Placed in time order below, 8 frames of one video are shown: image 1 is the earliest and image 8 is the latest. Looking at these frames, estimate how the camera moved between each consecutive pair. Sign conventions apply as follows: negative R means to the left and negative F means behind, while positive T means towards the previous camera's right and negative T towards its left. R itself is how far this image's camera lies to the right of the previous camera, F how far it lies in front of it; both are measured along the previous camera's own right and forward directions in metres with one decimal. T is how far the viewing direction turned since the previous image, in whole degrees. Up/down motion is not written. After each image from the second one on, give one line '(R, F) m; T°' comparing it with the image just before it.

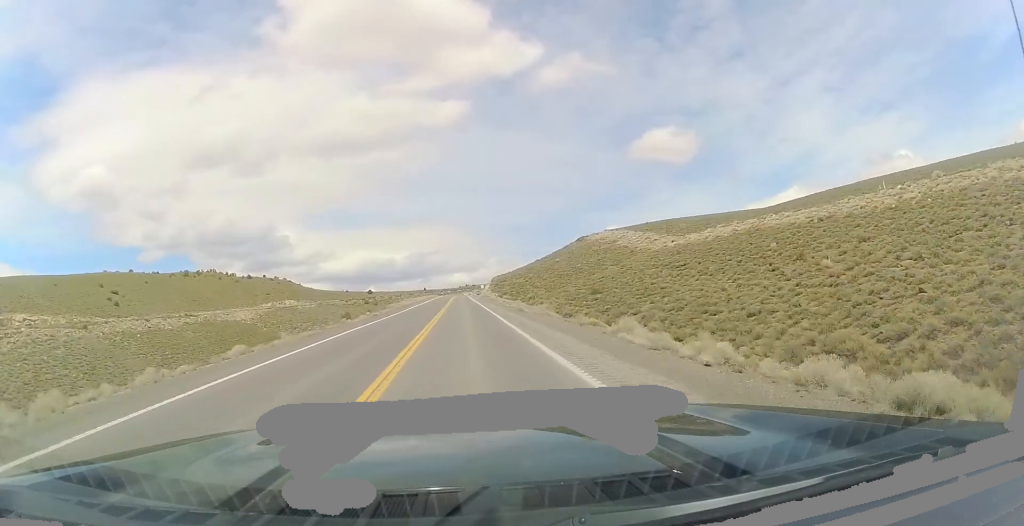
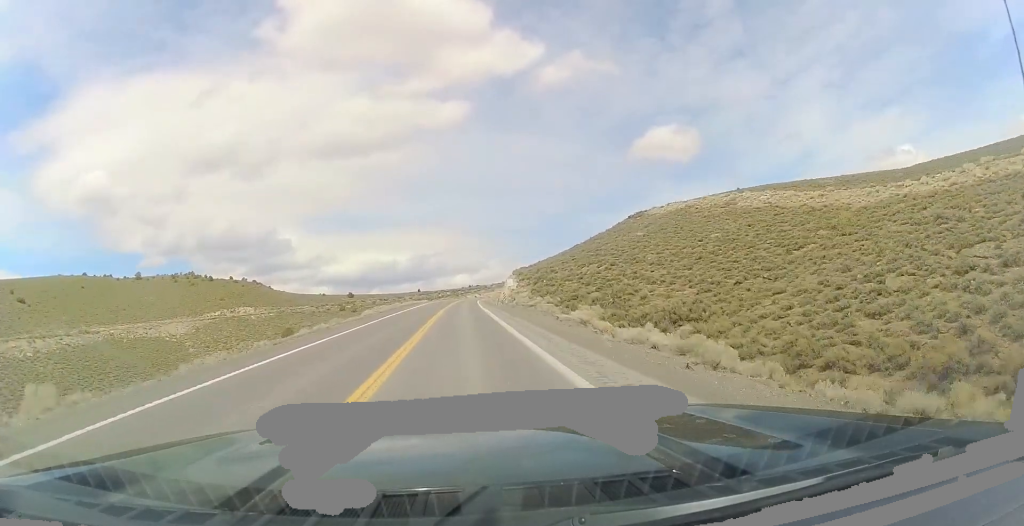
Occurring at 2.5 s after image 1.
(+0.8, +71.9) m; +1°
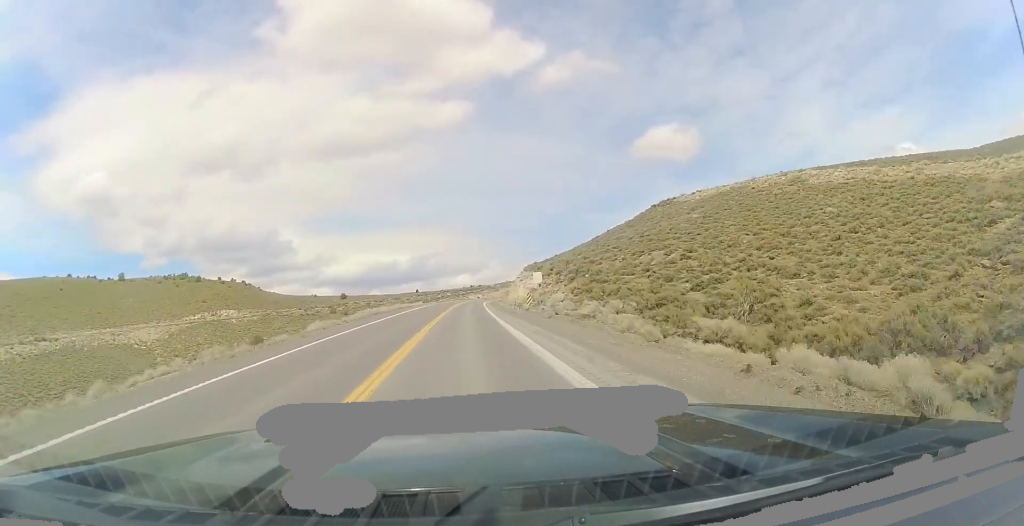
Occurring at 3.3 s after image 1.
(-0.1, +21.2) m; +1°
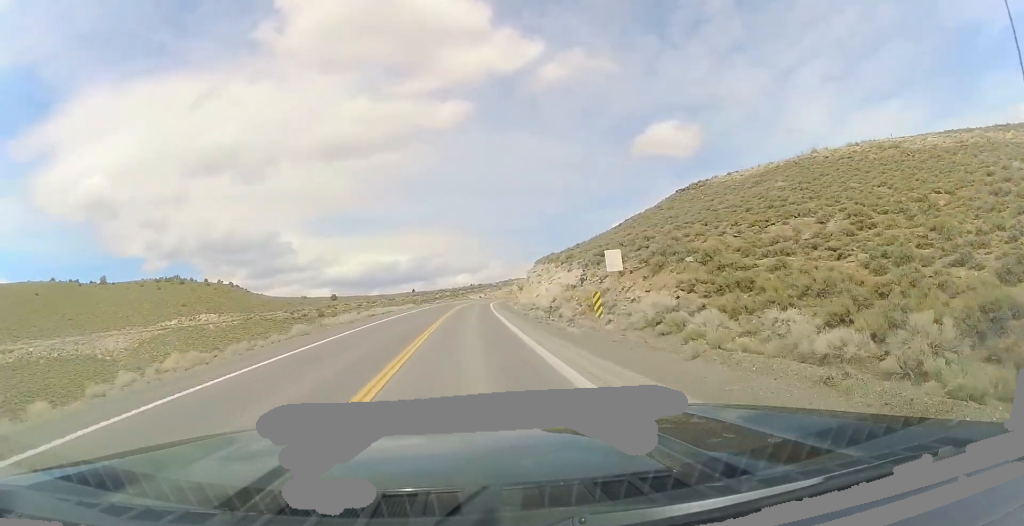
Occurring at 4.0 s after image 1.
(+0.2, +20.0) m; +1°
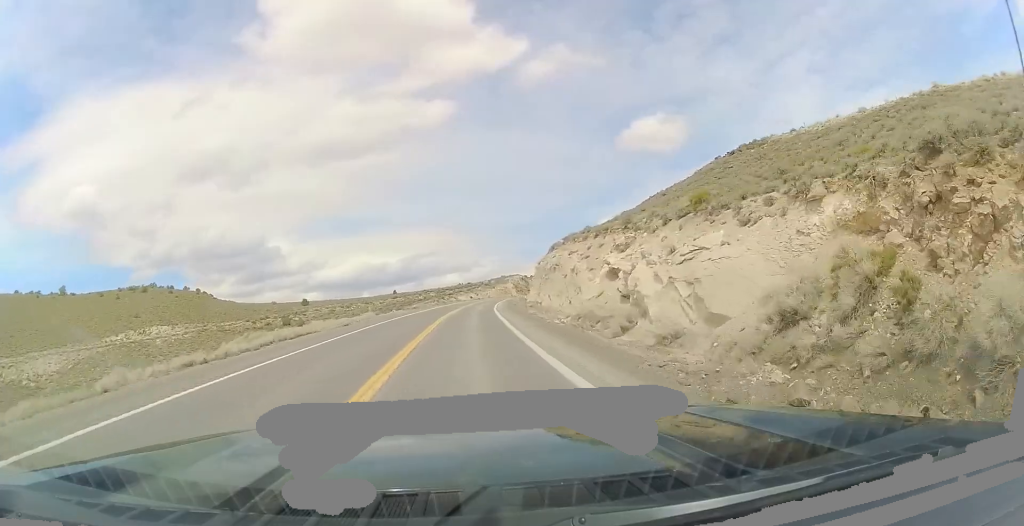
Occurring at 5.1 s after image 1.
(+0.3, +30.3) m; +1°
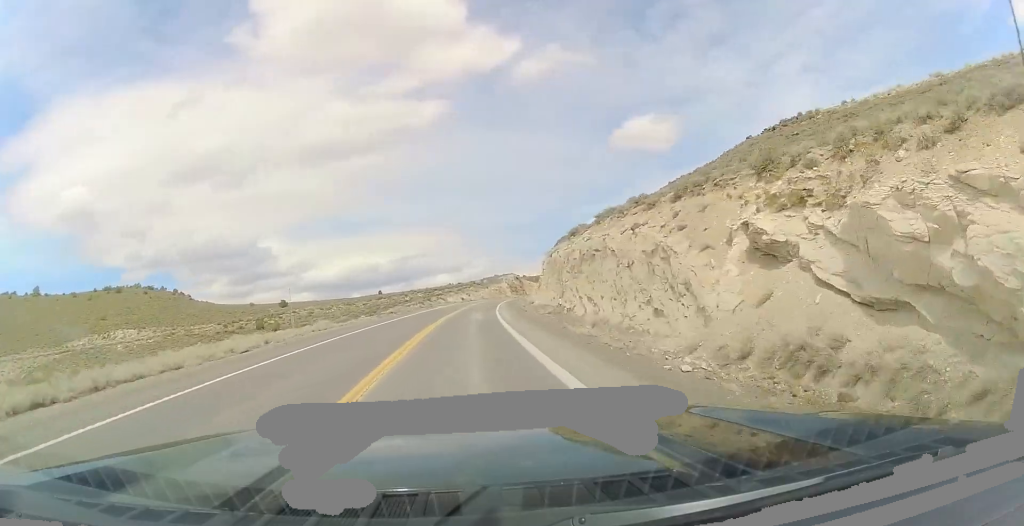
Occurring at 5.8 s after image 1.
(0.0, +16.8) m; +1°
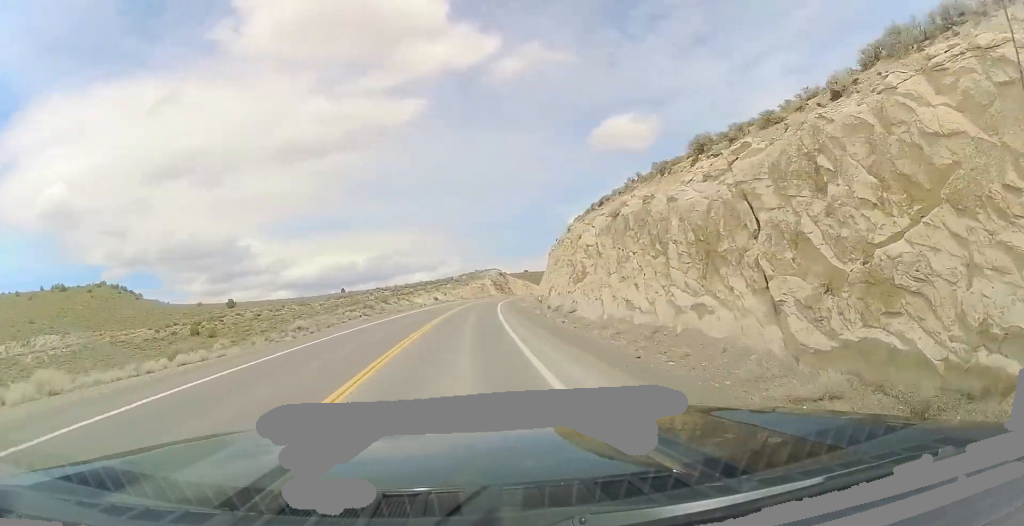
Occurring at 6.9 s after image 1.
(+0.4, +30.9) m; +2°
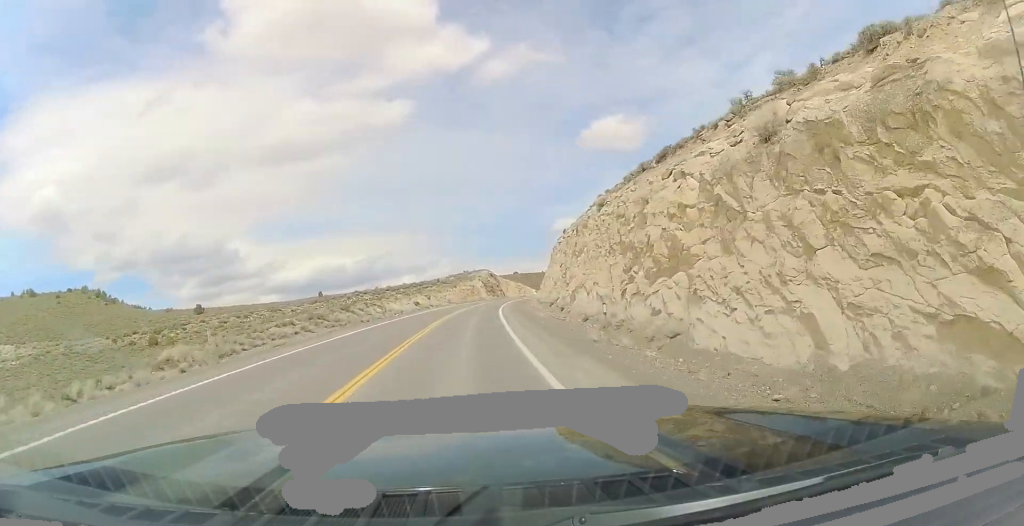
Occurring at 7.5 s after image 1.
(0.0, +16.0) m; +2°
